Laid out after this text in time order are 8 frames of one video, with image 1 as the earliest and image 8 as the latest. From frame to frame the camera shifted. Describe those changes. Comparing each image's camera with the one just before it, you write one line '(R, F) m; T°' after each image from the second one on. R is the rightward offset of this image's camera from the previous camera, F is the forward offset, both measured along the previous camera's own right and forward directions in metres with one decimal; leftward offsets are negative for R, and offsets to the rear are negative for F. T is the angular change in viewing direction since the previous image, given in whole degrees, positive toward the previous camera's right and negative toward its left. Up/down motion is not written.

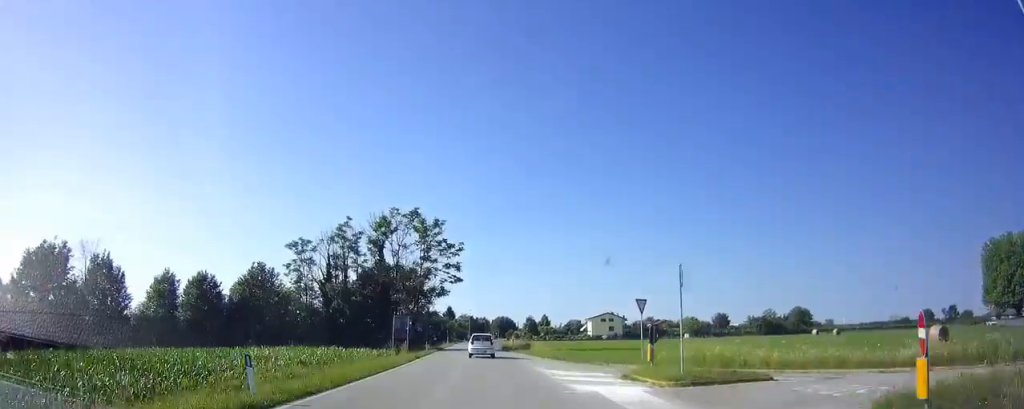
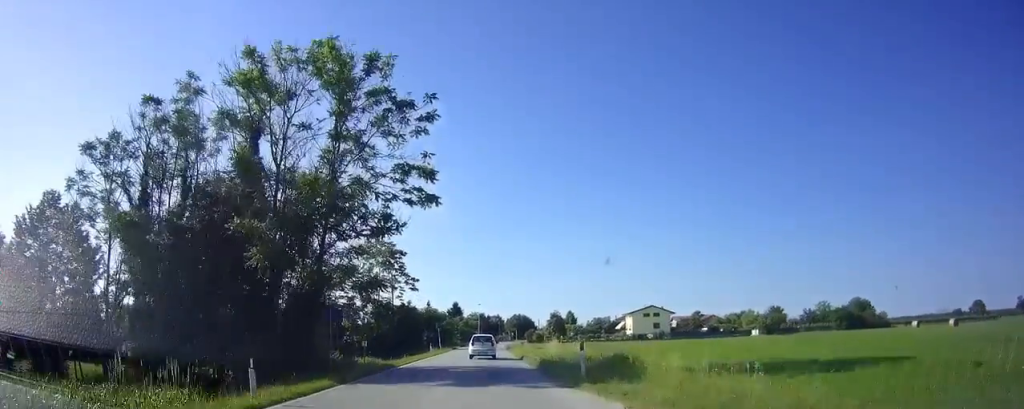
(-0.4, +32.5) m; -1°
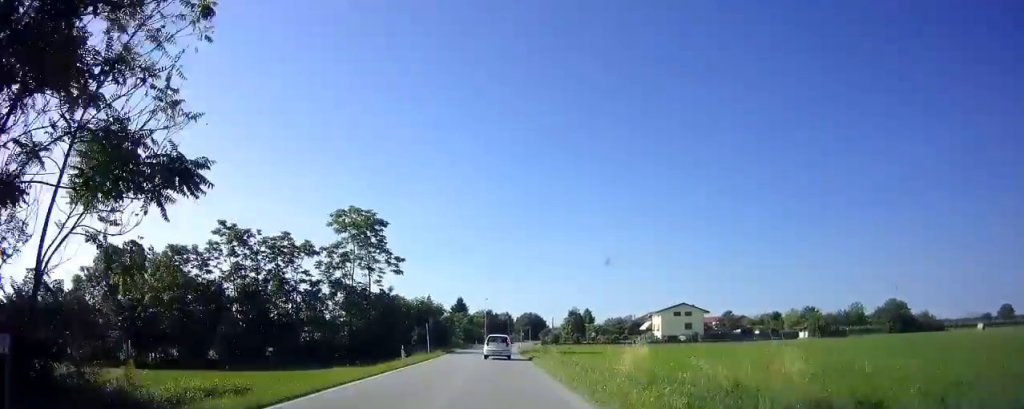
(0.0, +17.0) m; 0°
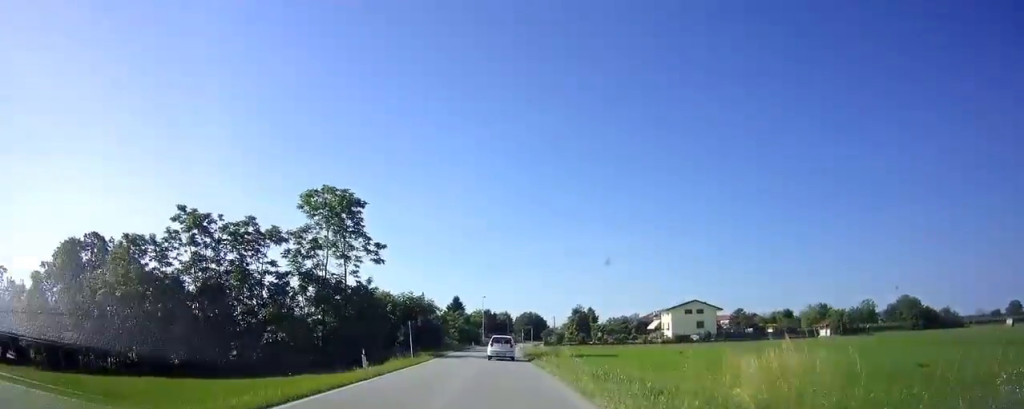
(0.0, +7.6) m; 0°
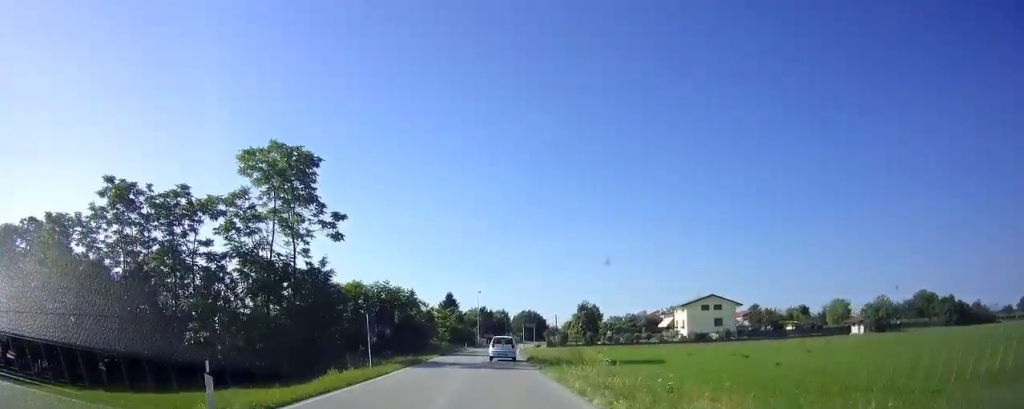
(-0.1, +10.9) m; 0°
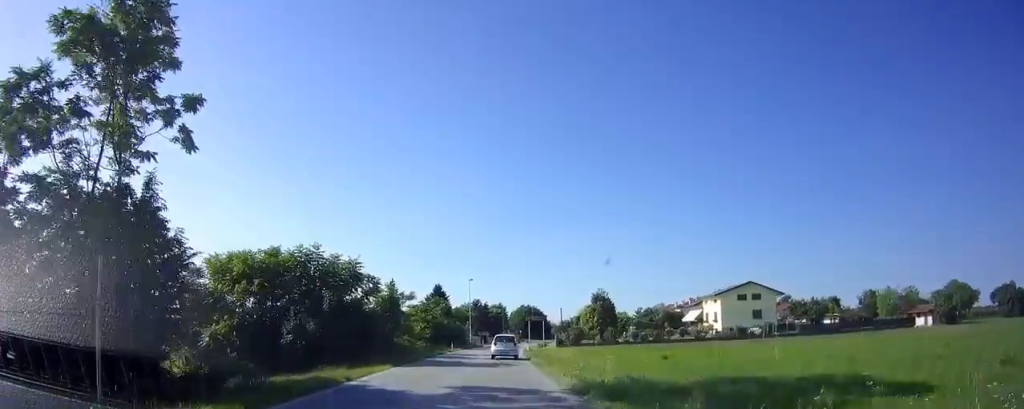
(+0.2, +16.3) m; +1°
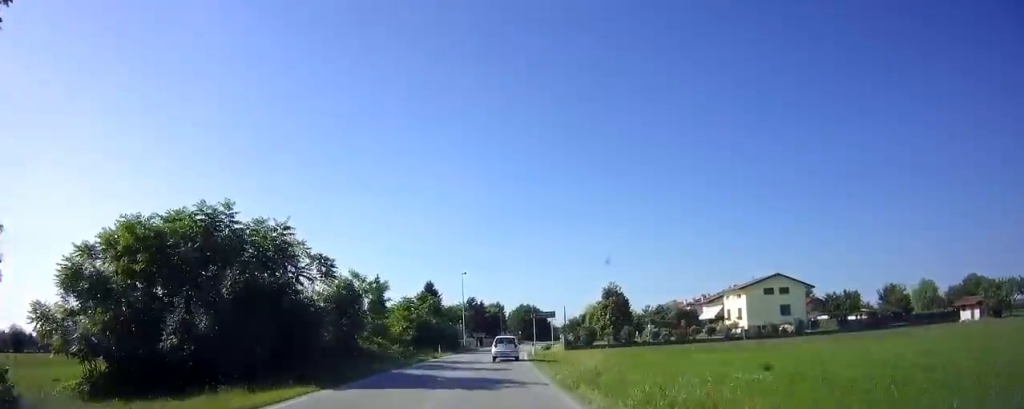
(+0.1, +9.3) m; +1°
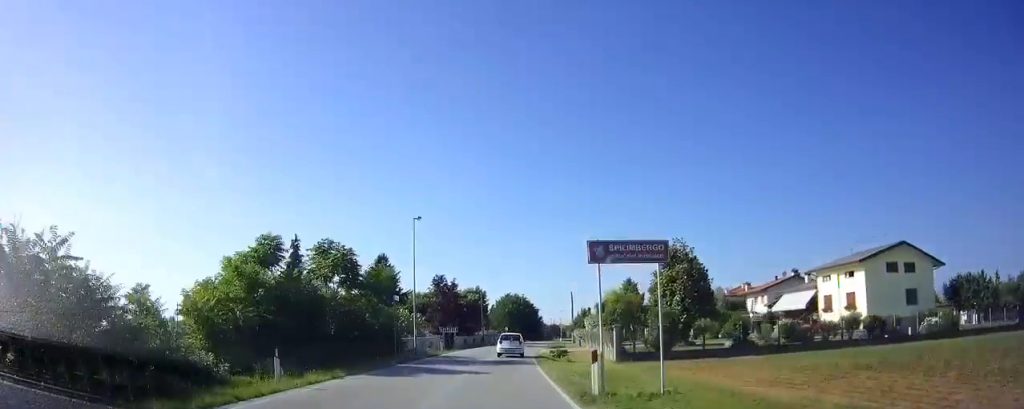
(+0.6, +28.4) m; +3°
